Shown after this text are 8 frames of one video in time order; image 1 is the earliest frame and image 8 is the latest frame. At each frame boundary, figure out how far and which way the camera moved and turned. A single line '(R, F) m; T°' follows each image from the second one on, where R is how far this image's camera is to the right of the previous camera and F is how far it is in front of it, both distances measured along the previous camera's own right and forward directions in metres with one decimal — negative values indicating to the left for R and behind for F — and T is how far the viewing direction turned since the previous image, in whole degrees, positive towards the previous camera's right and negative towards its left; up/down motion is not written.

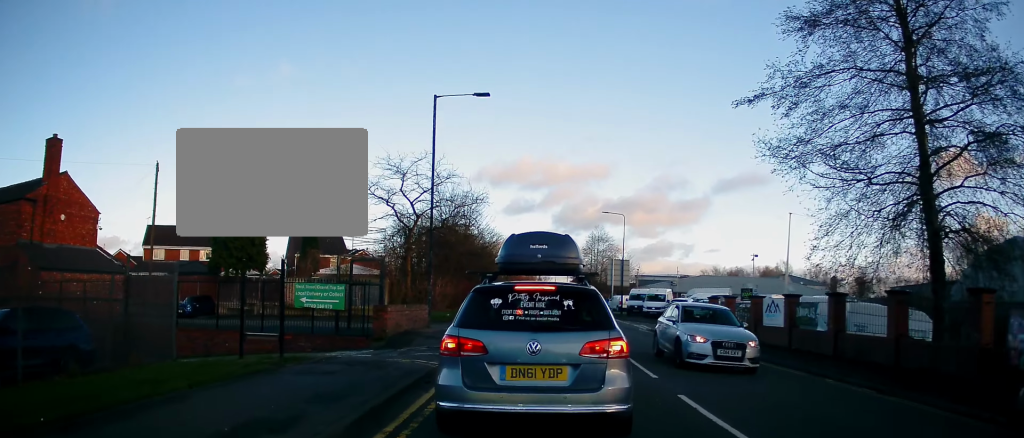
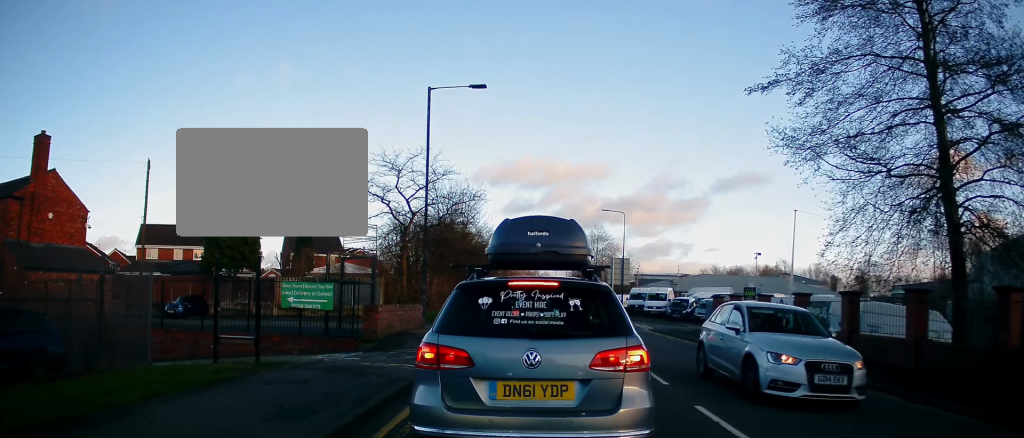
(0.0, +1.0) m; 0°
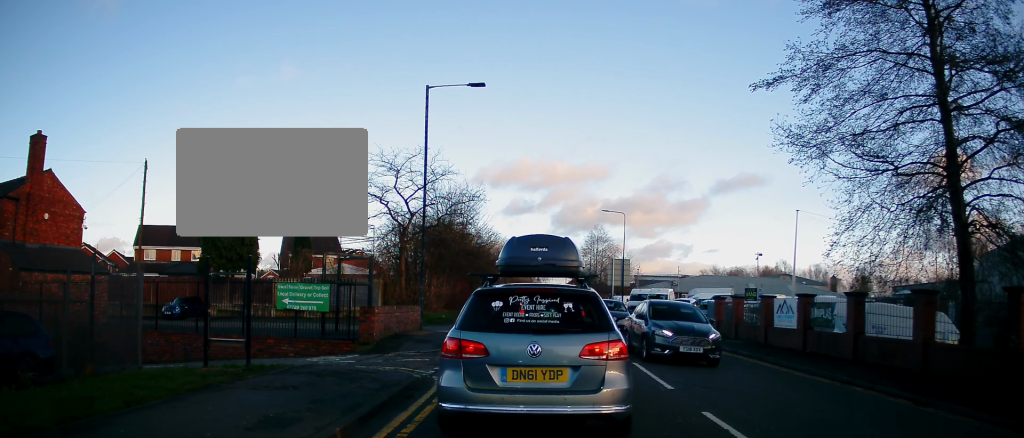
(0.0, +0.5) m; 0°
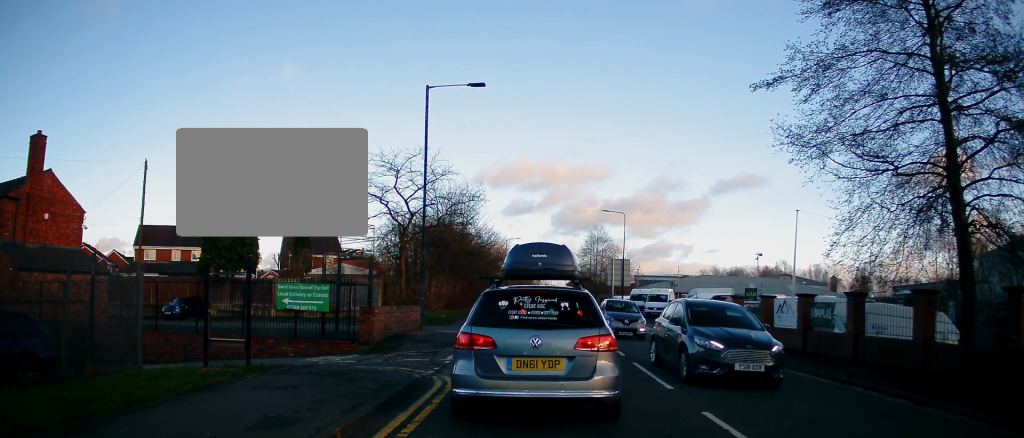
(0.0, 0.0) m; 0°
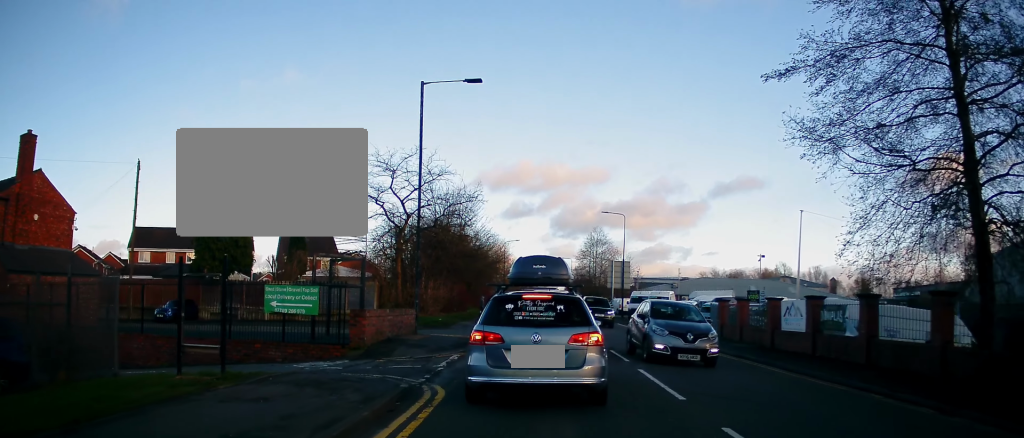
(0.0, +0.7) m; 0°
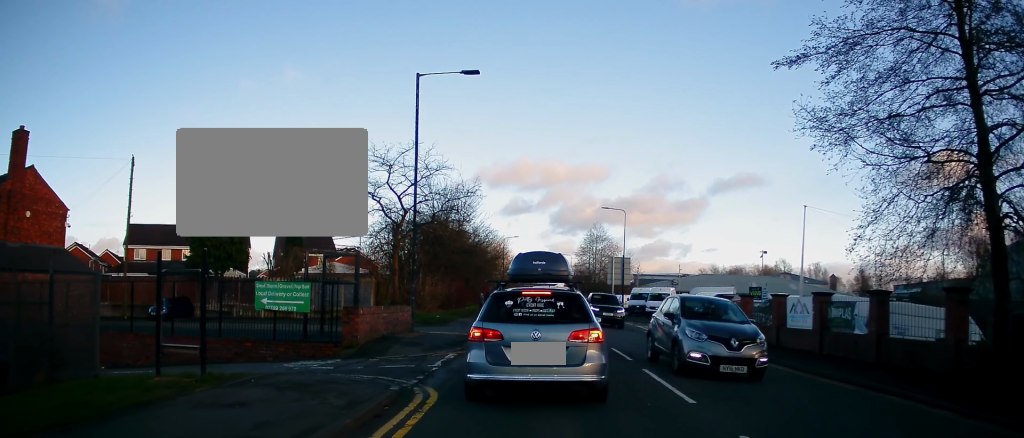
(0.0, +0.4) m; 0°
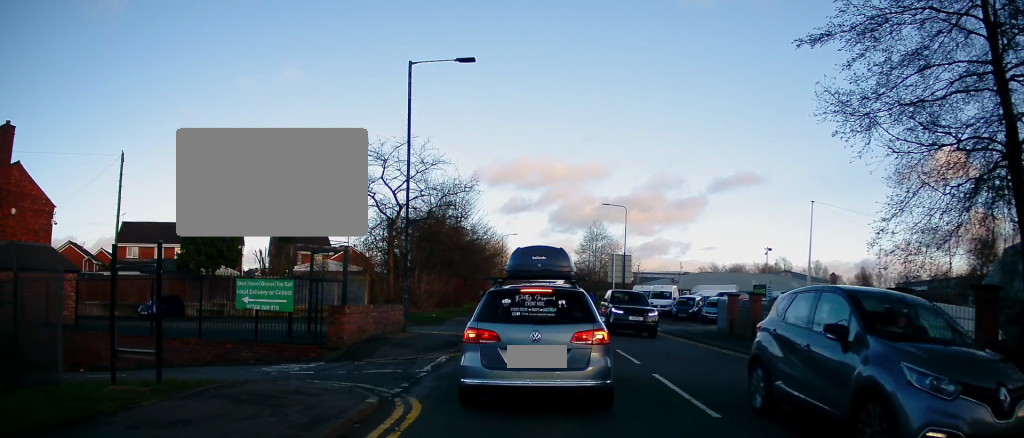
(0.0, +1.0) m; 0°
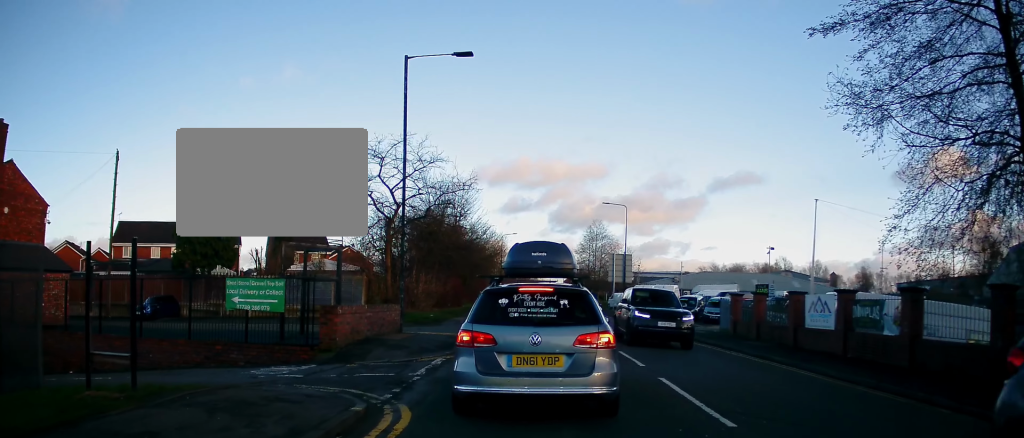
(0.0, +0.5) m; 0°
